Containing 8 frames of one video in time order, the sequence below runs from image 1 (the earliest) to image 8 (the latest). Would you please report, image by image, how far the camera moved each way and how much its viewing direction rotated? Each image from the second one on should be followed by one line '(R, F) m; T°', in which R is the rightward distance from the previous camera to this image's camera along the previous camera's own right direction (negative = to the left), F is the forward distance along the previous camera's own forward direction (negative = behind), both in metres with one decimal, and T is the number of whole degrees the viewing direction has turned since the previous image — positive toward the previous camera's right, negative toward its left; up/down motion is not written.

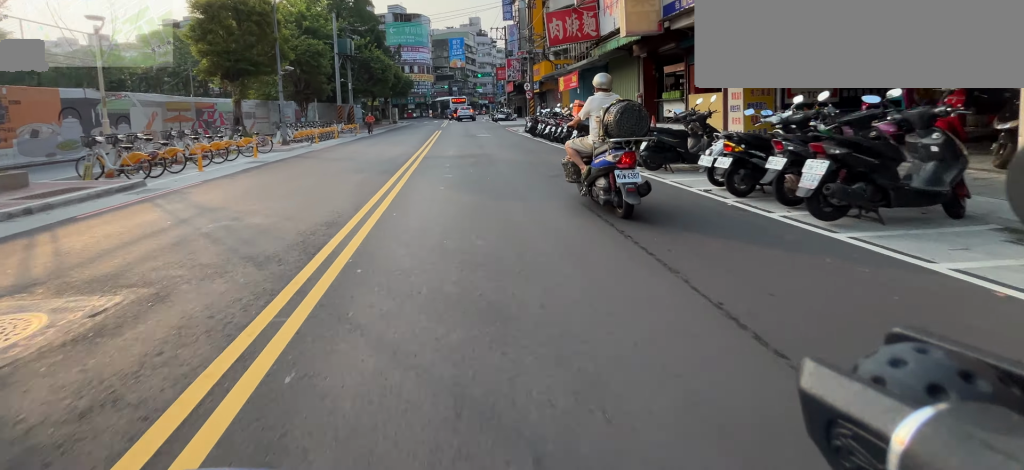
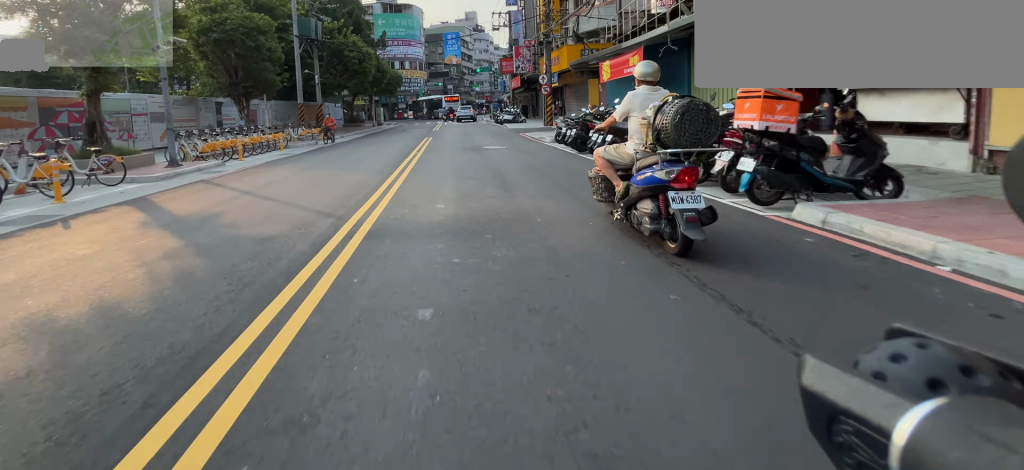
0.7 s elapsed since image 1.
(0.0, +7.8) m; -1°
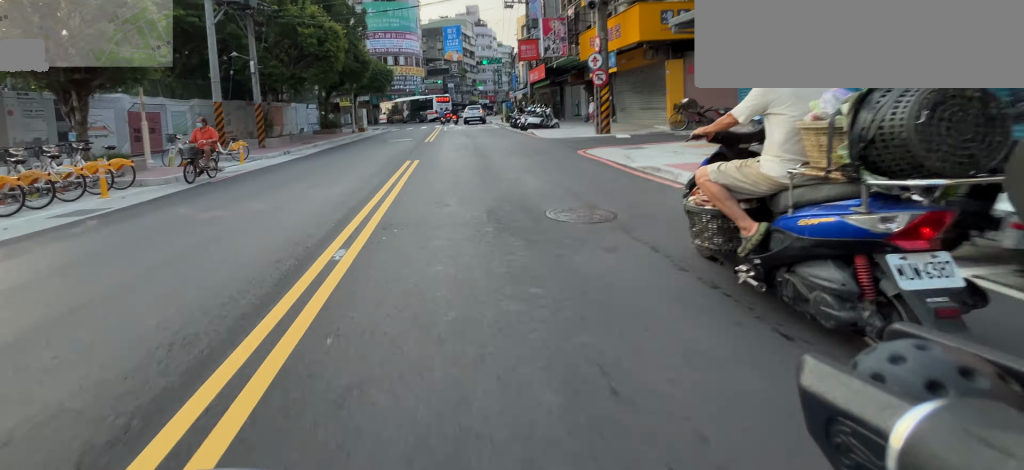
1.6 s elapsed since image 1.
(-0.2, +9.1) m; -1°
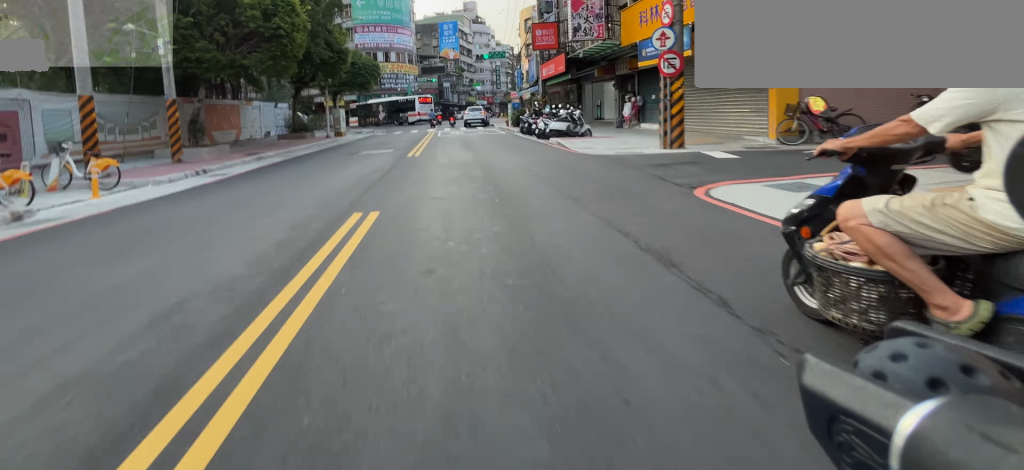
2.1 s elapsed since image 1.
(0.0, +5.5) m; 0°
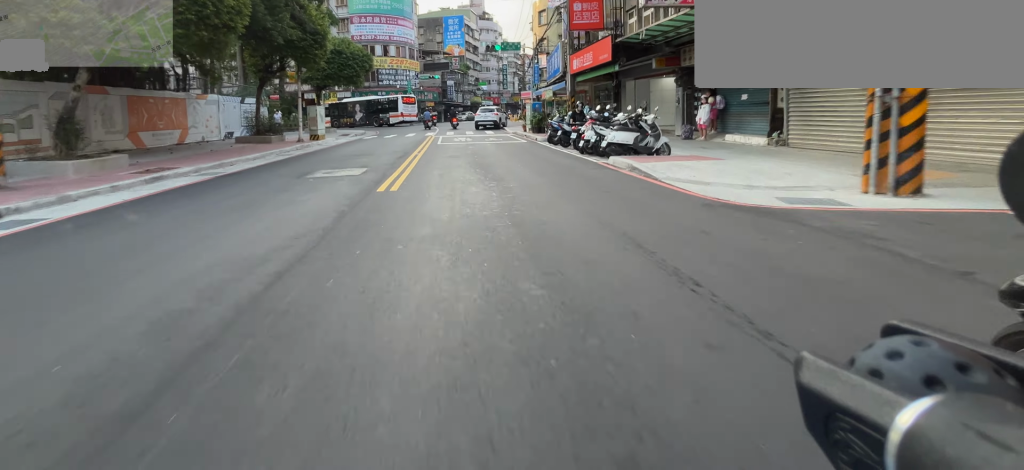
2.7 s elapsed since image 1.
(0.0, +5.4) m; 0°
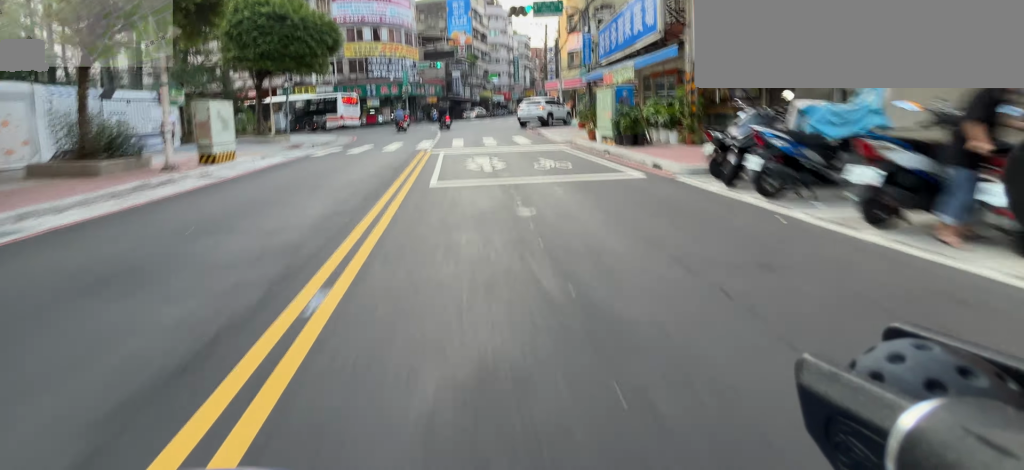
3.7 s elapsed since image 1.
(0.0, +10.0) m; +1°
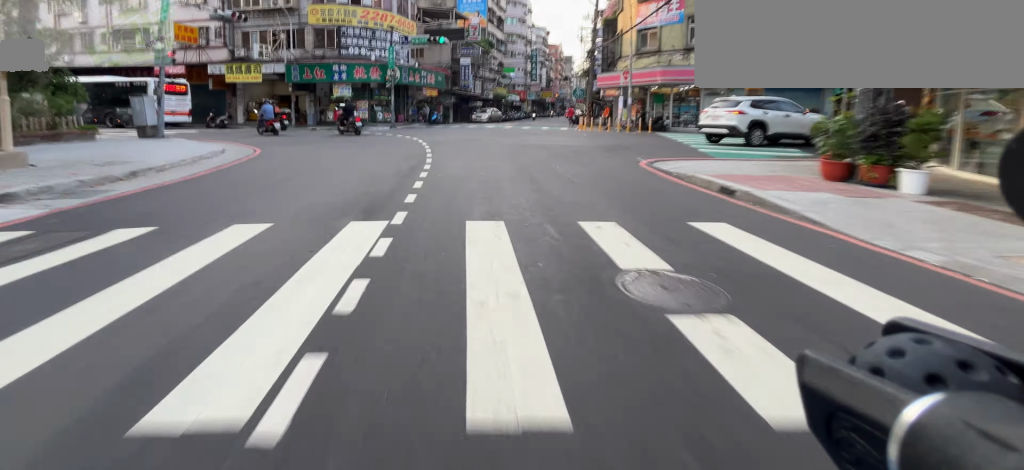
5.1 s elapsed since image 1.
(+0.2, +13.1) m; +2°
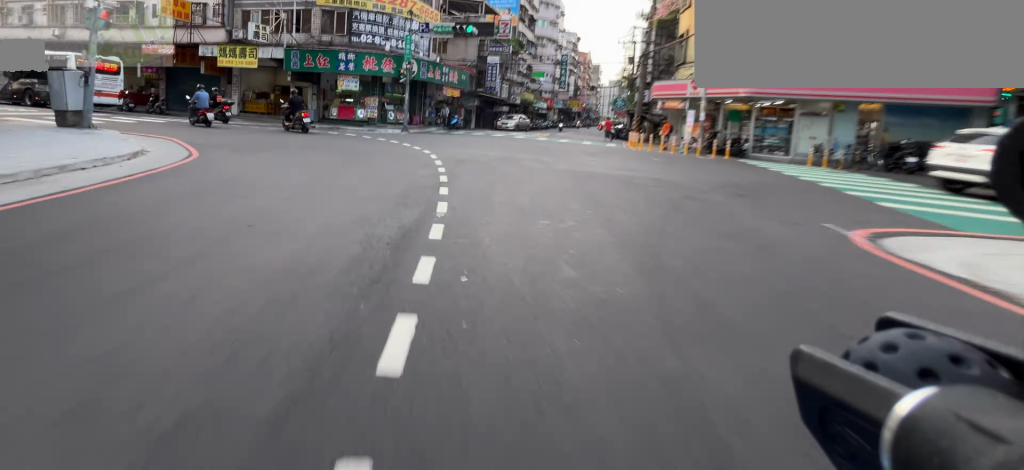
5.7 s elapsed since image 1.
(0.0, +4.5) m; +1°
